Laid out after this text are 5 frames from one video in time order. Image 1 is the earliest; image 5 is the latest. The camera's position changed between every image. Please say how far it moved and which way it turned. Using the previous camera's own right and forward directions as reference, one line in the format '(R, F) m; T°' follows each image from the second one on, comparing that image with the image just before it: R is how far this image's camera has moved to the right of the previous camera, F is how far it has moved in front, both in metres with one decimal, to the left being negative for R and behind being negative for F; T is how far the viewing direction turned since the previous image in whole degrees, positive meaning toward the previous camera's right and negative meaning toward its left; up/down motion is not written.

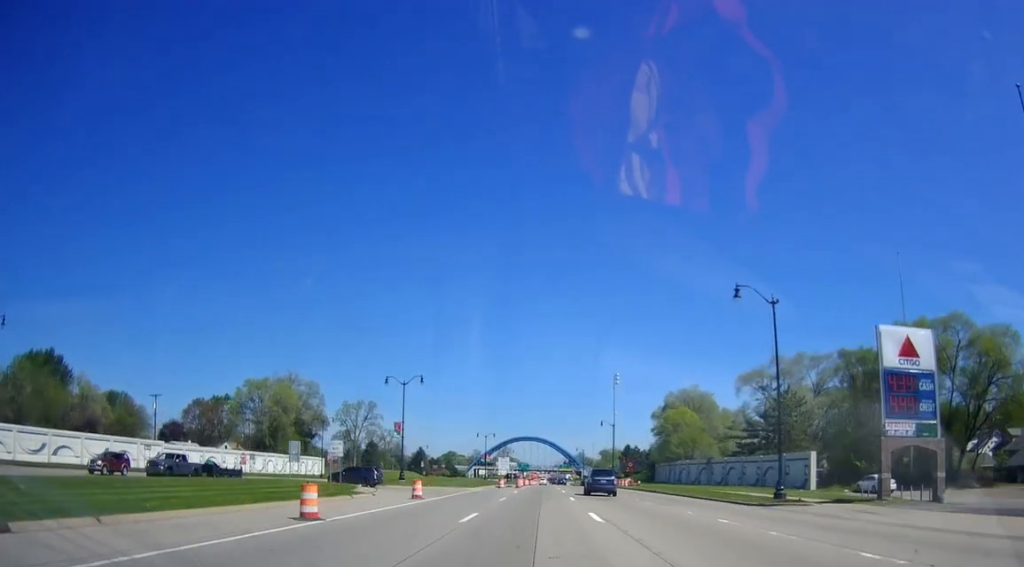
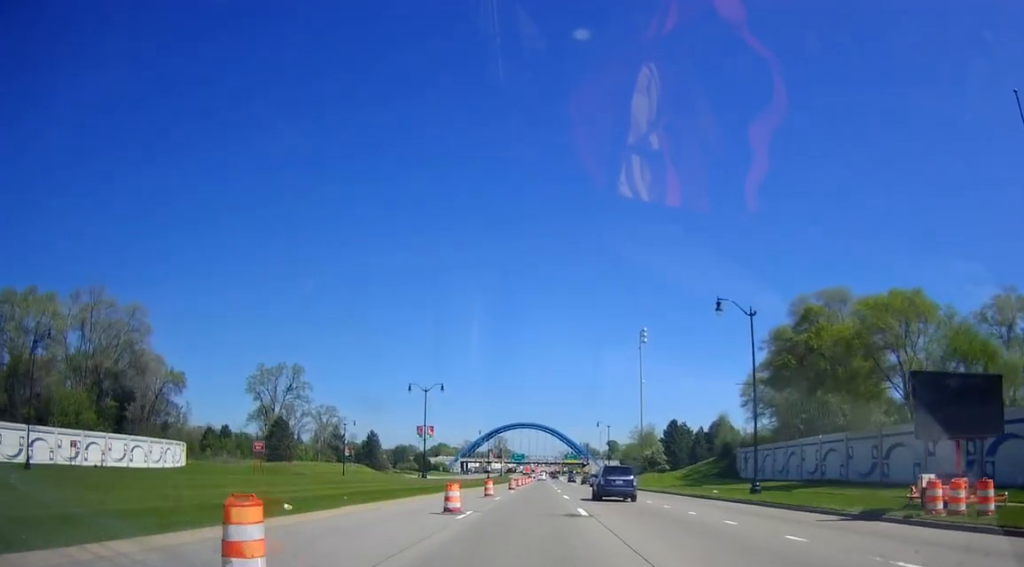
(+0.7, +75.6) m; +1°
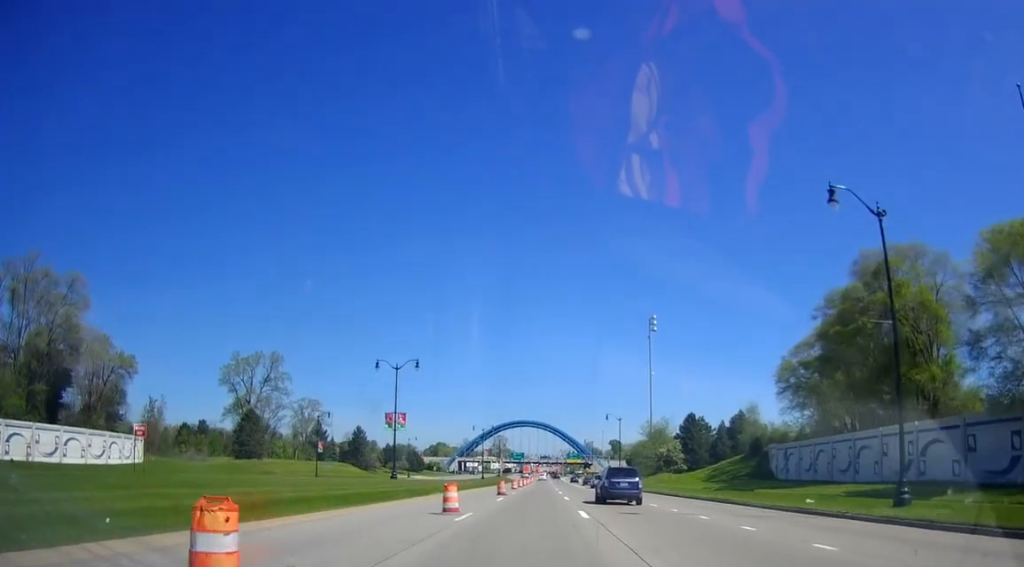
(0.0, +15.6) m; 0°
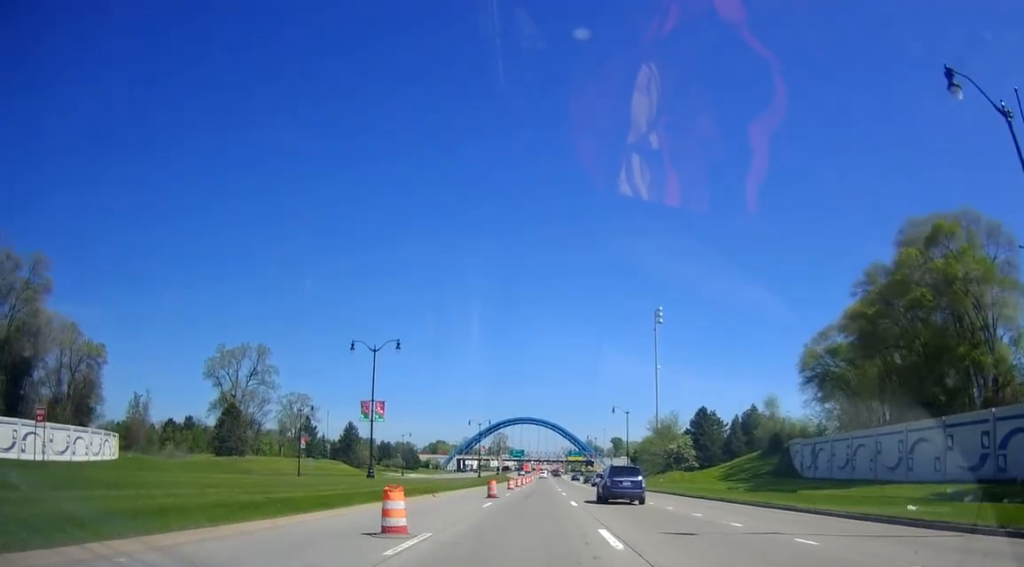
(0.0, +8.4) m; 0°
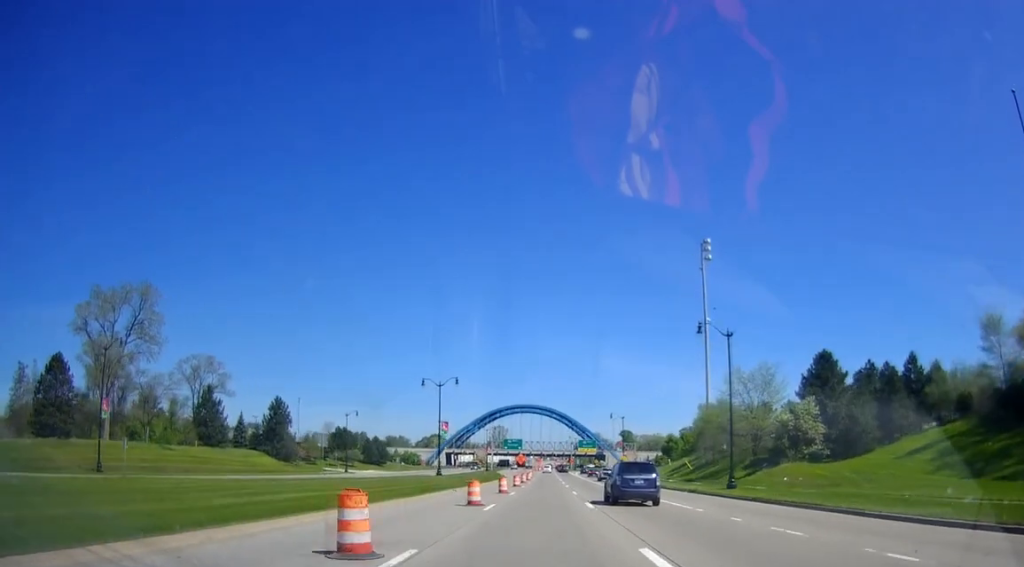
(-1.1, +50.1) m; -3°
